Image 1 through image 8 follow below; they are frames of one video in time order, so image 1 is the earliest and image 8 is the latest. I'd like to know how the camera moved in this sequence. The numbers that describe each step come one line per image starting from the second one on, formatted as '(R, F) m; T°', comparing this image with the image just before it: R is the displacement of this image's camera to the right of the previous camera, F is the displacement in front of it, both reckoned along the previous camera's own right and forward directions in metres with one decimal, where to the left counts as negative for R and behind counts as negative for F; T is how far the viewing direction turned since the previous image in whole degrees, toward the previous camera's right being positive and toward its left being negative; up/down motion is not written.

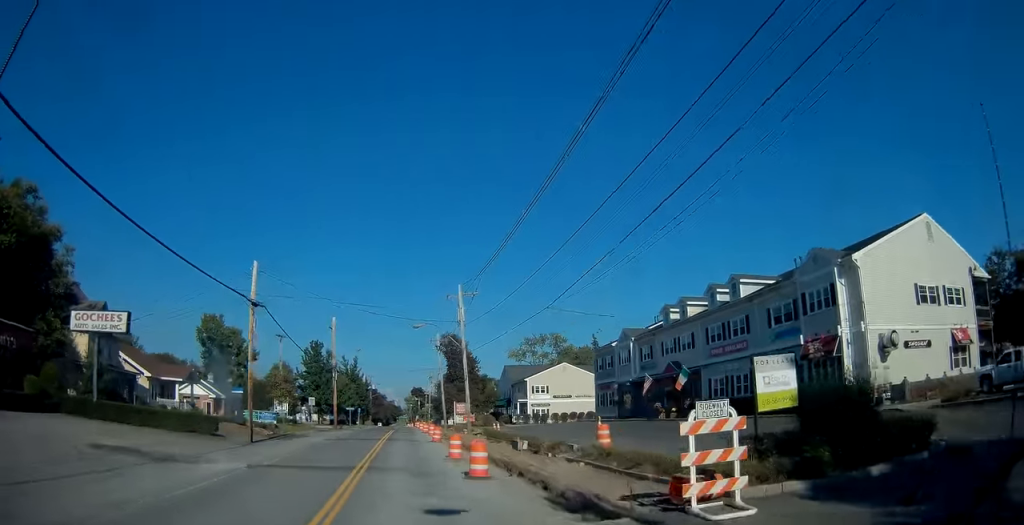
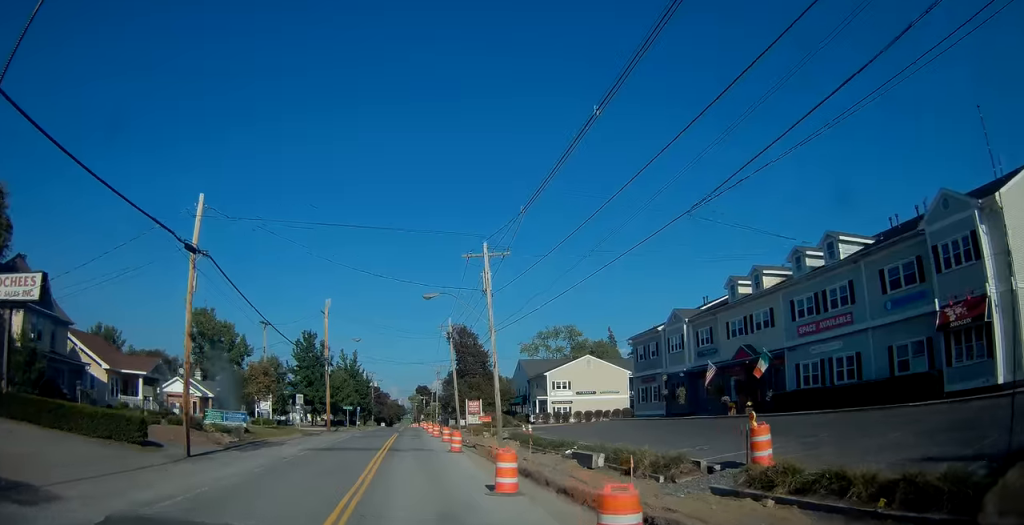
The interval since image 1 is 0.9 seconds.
(-0.1, +9.9) m; 0°
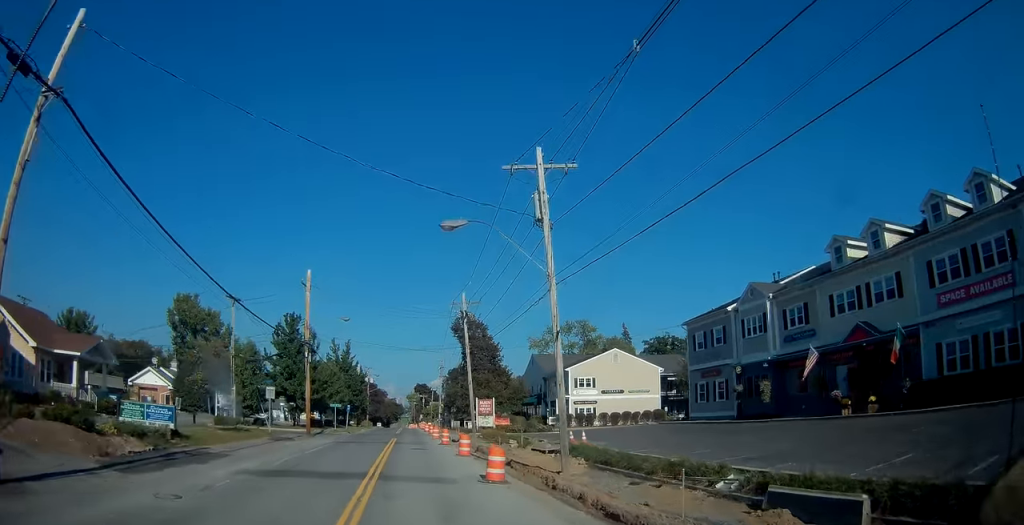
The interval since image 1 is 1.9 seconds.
(+0.1, +11.3) m; +1°
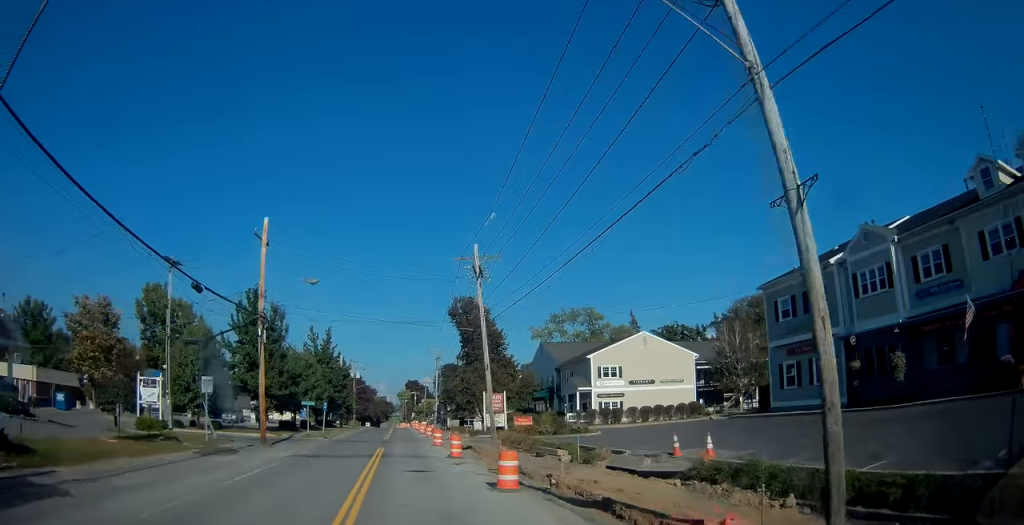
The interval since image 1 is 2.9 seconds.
(0.0, +11.5) m; 0°
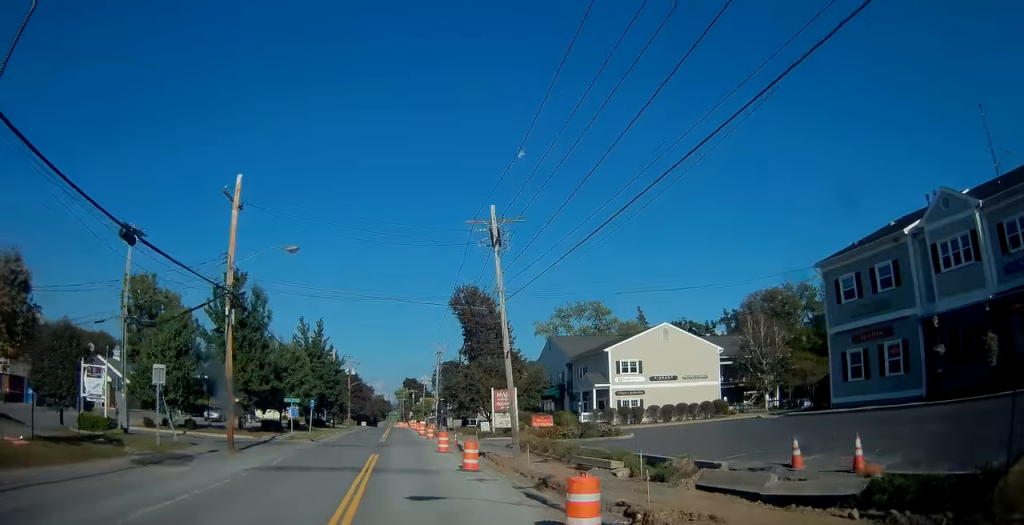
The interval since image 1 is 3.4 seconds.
(-0.1, +5.6) m; +1°
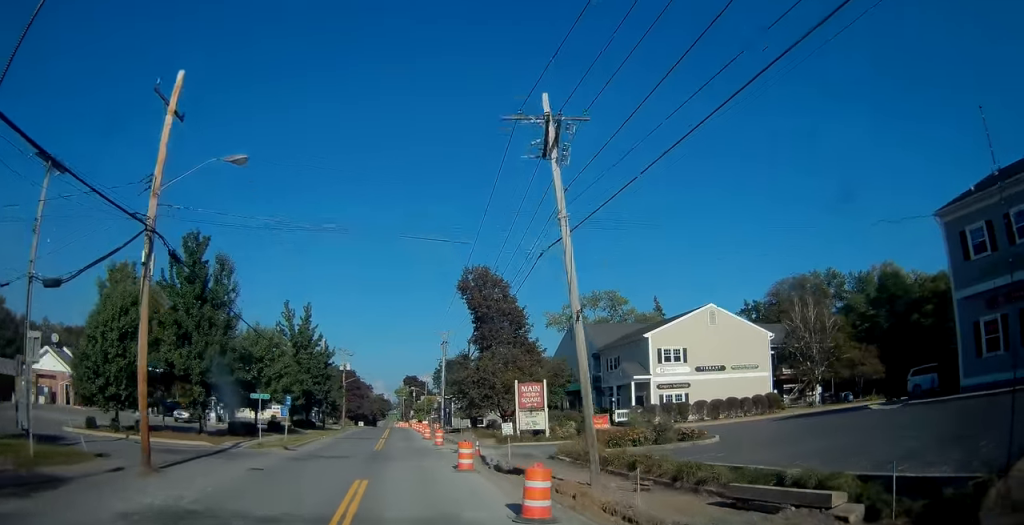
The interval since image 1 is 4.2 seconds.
(+0.3, +8.7) m; 0°
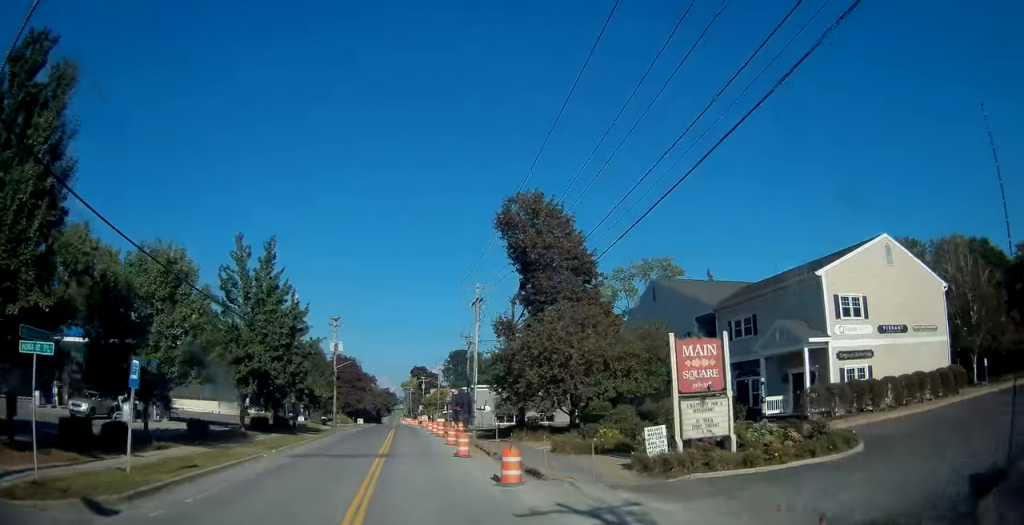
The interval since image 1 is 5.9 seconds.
(-0.5, +19.7) m; -1°
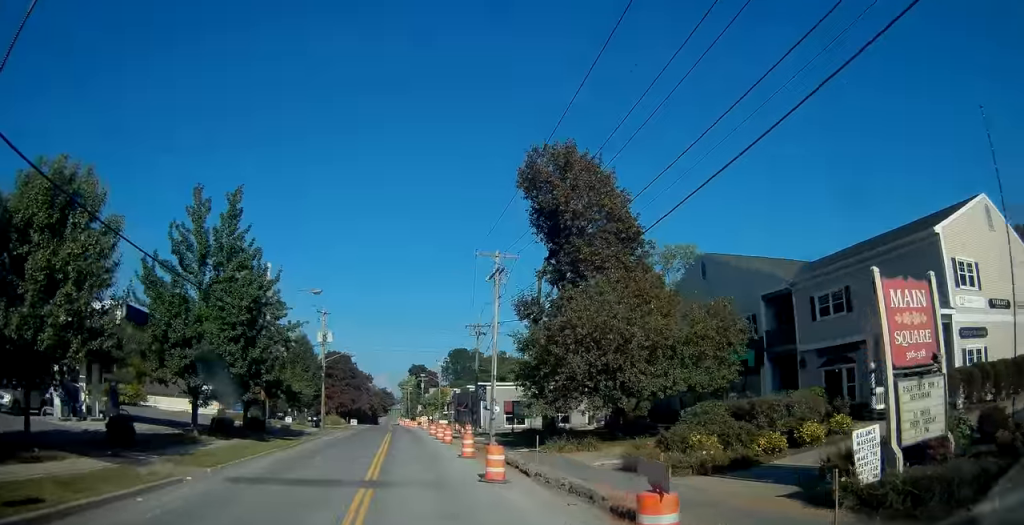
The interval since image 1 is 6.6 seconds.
(0.0, +8.3) m; +2°
